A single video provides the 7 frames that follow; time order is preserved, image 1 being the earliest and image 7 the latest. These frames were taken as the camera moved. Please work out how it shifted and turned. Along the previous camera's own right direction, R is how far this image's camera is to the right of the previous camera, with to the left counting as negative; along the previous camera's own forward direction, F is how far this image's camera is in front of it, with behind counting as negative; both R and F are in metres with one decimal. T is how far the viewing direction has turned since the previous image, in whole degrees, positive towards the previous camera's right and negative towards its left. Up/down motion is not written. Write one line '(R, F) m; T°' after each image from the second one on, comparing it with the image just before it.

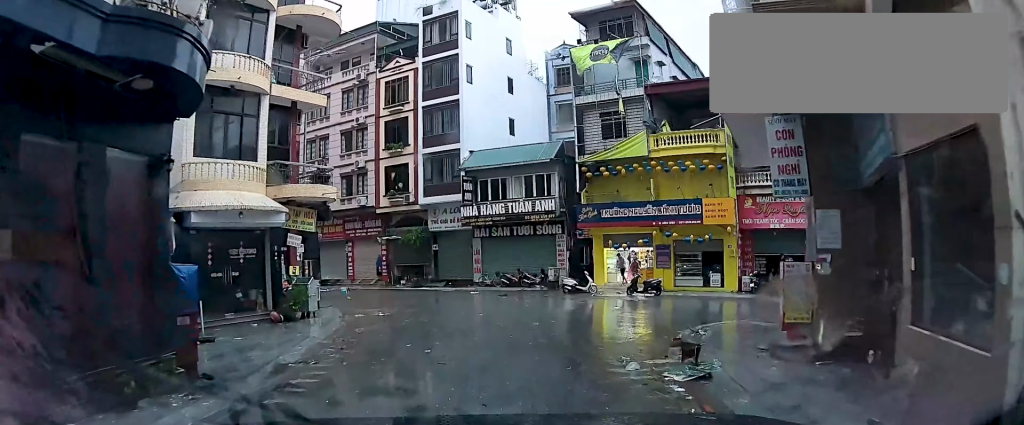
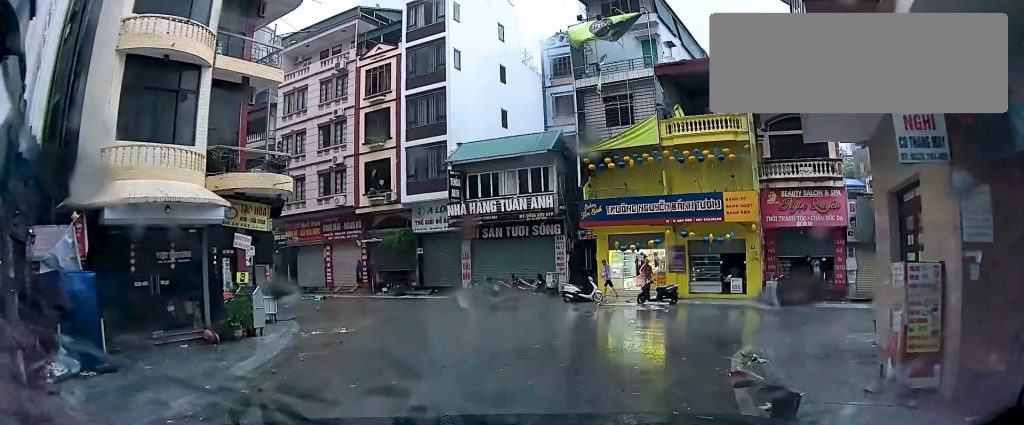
(-0.3, +3.7) m; -11°
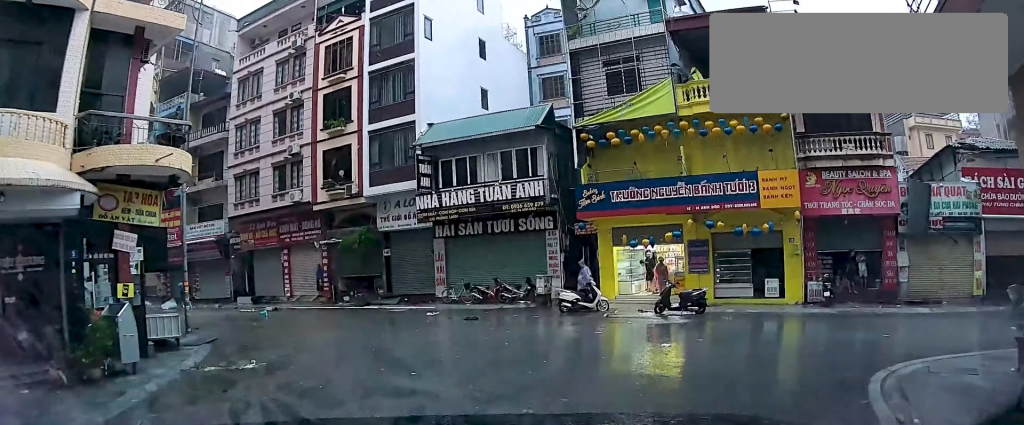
(+0.4, +5.8) m; +16°
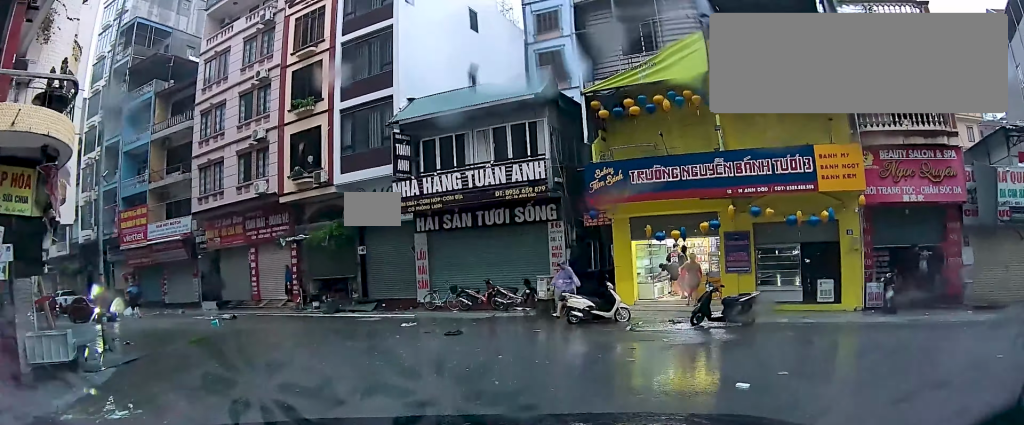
(+0.5, +6.4) m; +4°
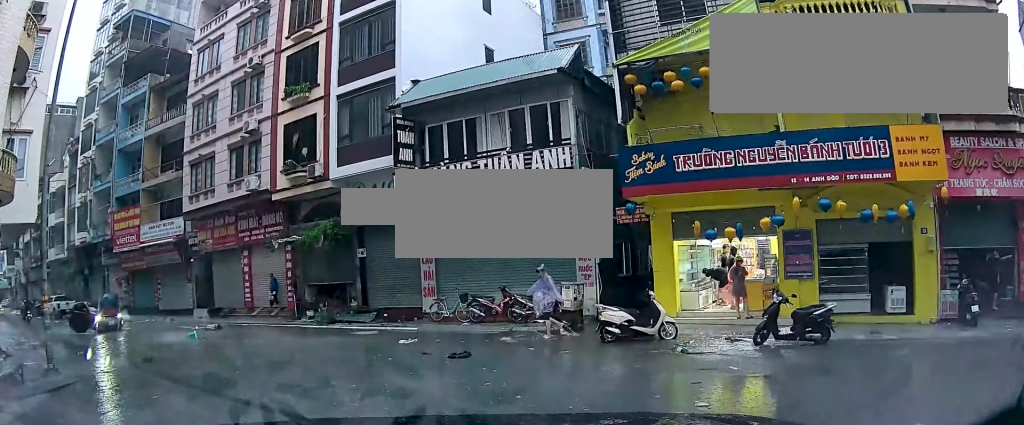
(+0.2, +5.2) m; +2°
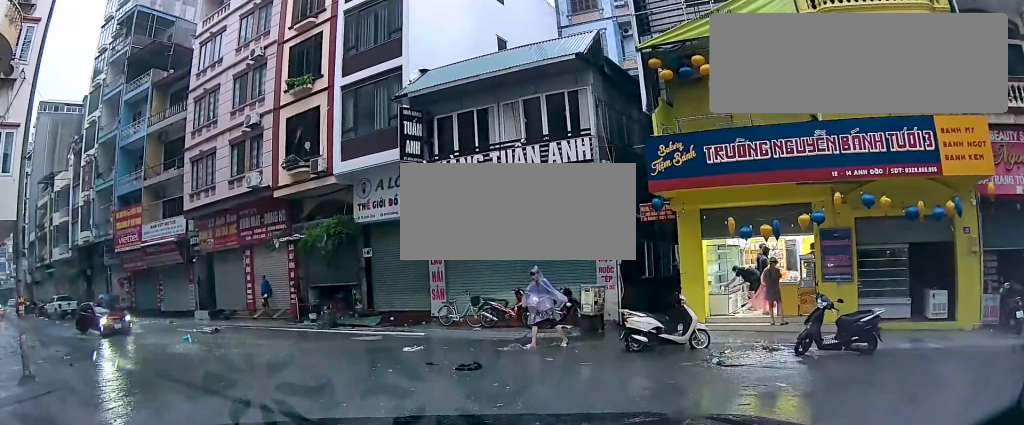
(-0.1, +1.9) m; -4°
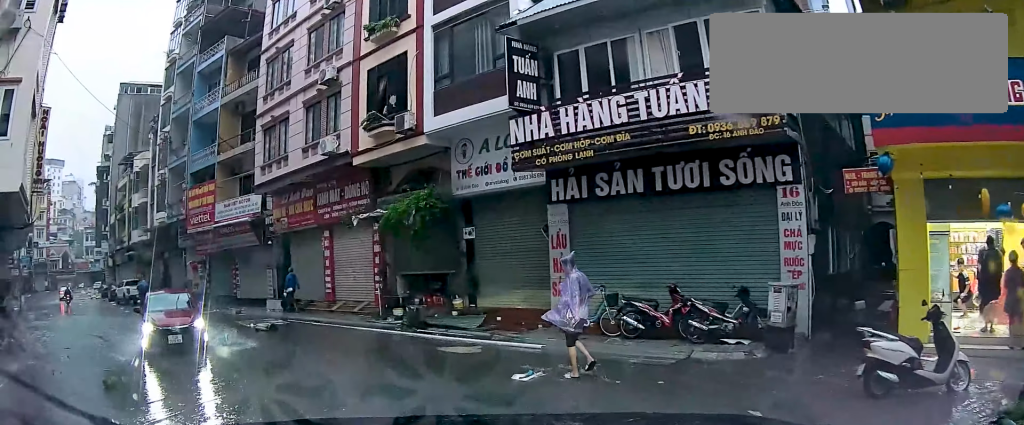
(-1.1, +5.9) m; -24°
